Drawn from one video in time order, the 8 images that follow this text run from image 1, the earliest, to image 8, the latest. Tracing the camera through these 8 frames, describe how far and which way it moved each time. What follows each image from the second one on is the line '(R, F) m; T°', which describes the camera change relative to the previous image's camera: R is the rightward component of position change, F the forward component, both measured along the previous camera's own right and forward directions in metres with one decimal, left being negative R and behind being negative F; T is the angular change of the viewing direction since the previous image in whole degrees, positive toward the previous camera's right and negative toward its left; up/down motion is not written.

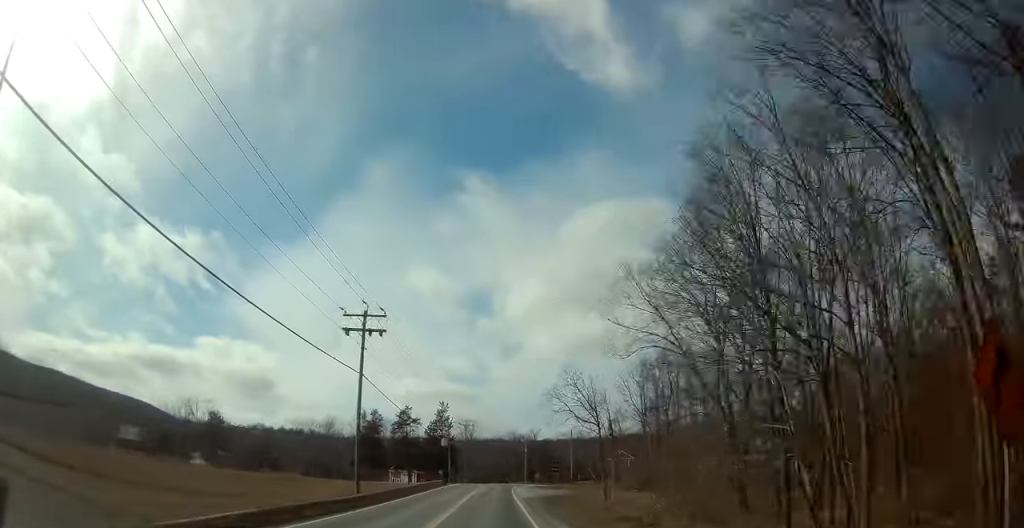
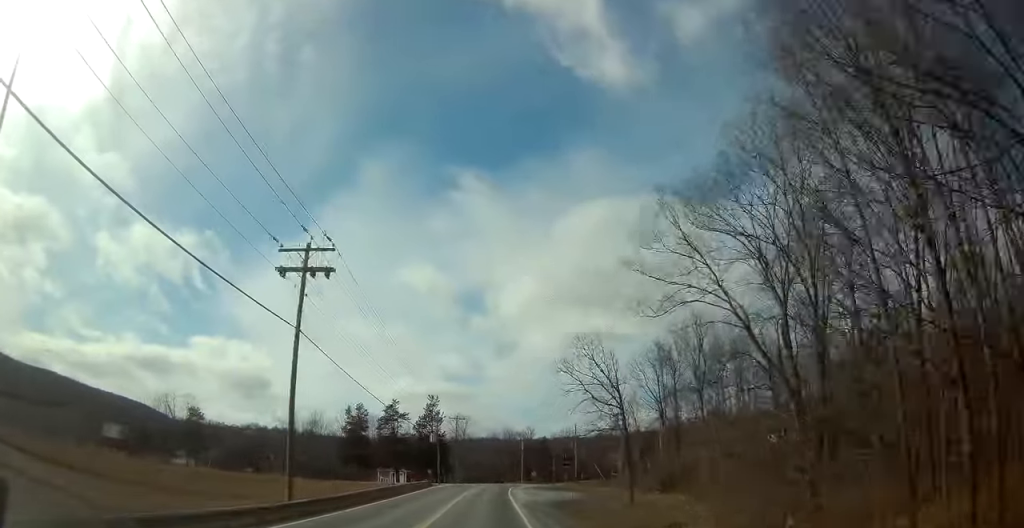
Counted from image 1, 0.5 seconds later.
(0.0, +9.8) m; 0°
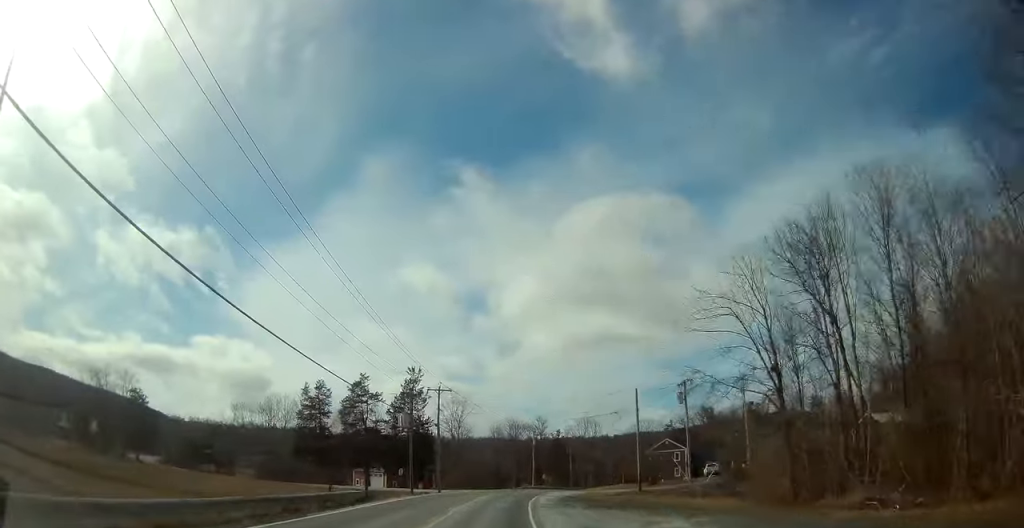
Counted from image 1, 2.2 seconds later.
(+0.3, +31.1) m; +1°
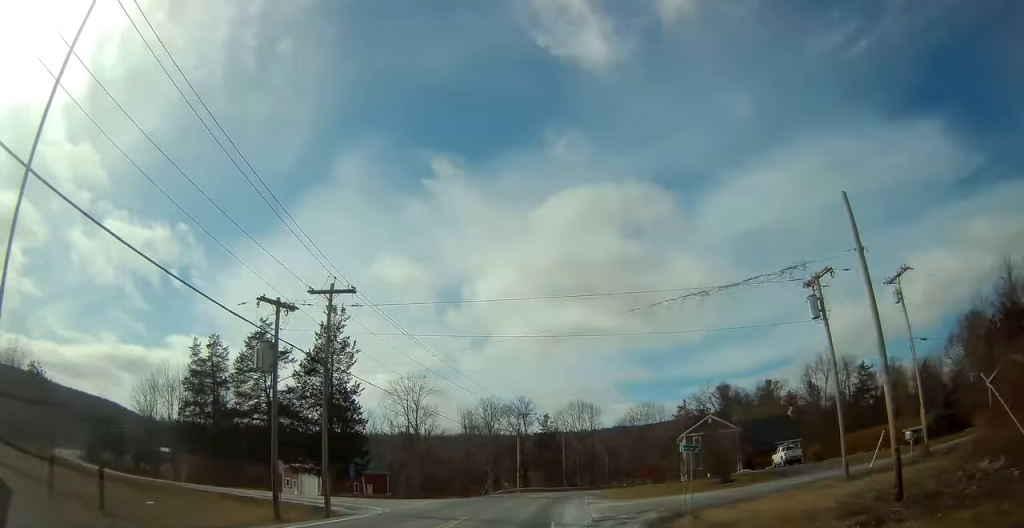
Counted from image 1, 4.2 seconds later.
(+0.5, +32.1) m; +3°
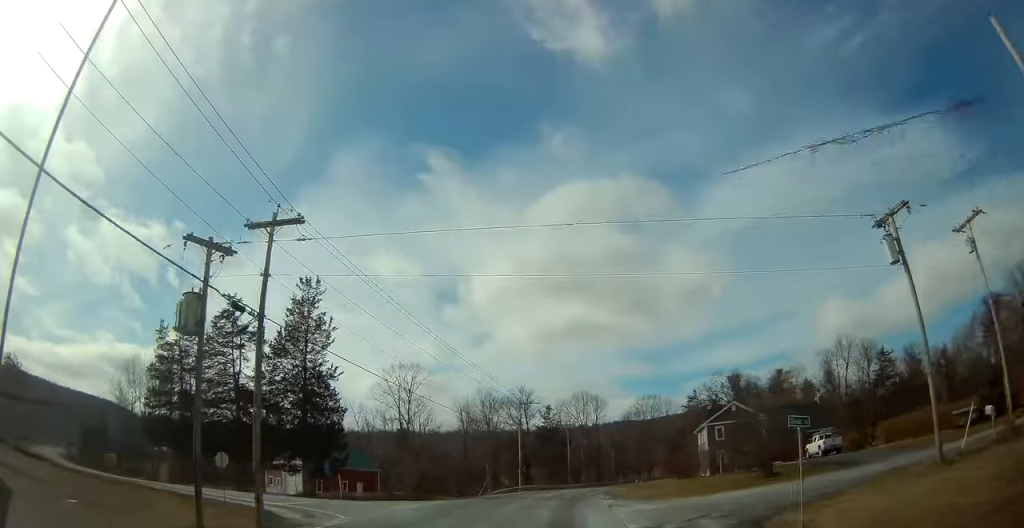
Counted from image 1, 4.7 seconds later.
(+0.2, +8.3) m; +1°
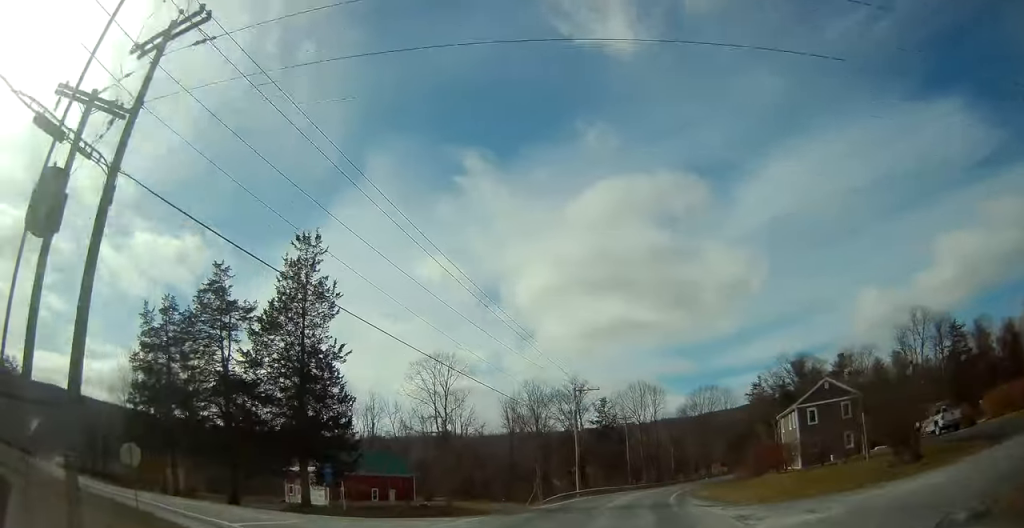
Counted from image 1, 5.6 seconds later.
(-0.1, +11.8) m; -3°
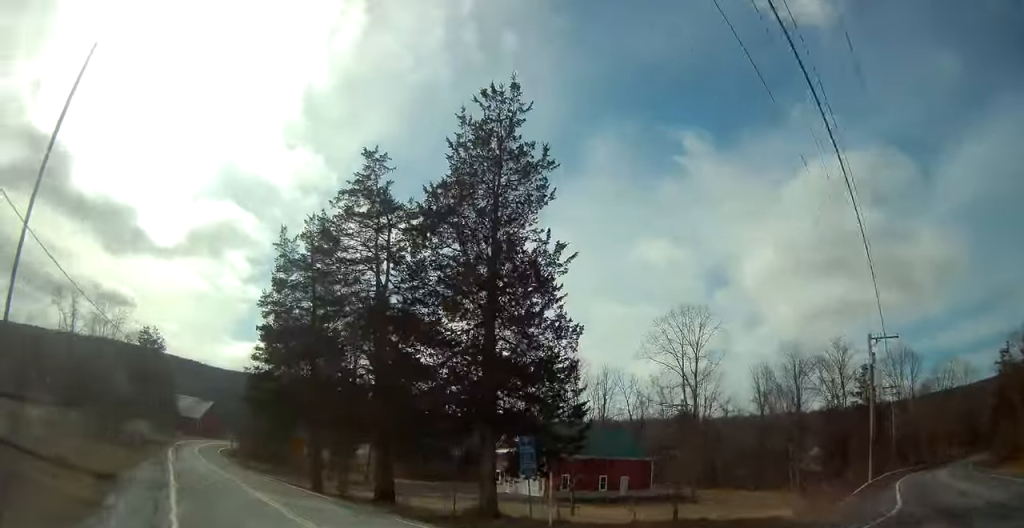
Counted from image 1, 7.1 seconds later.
(-1.4, +15.7) m; -14°
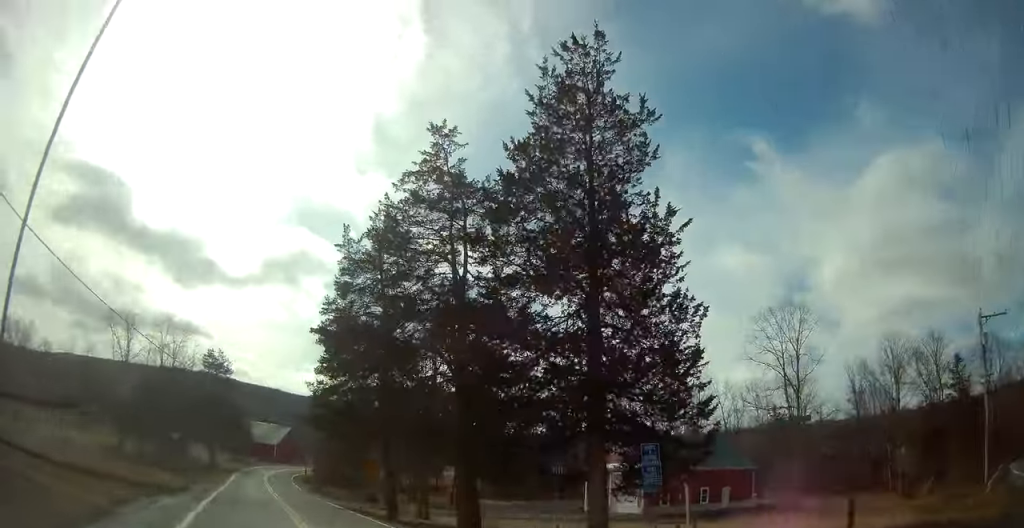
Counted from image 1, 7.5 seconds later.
(+0.2, +4.3) m; -8°
